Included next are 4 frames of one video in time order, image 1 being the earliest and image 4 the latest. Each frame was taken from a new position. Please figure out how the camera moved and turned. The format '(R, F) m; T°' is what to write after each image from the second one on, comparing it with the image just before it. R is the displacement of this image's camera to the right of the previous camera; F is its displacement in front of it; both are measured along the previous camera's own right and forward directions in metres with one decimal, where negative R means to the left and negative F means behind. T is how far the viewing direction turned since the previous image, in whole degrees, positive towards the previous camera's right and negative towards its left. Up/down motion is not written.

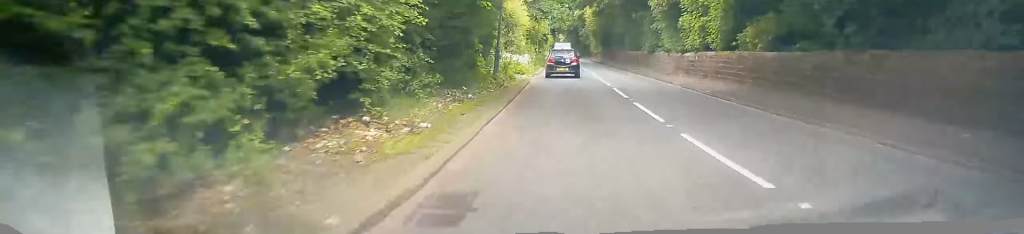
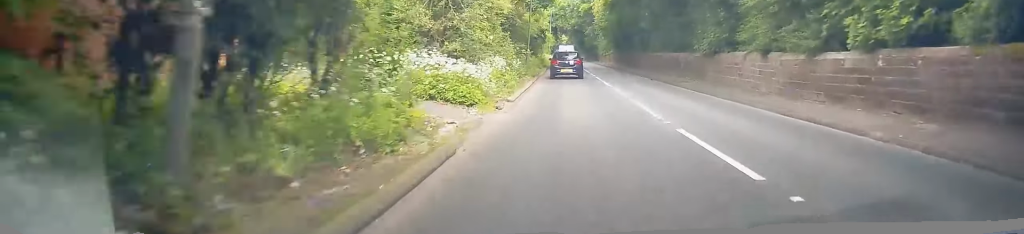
(+0.3, +17.7) m; 0°
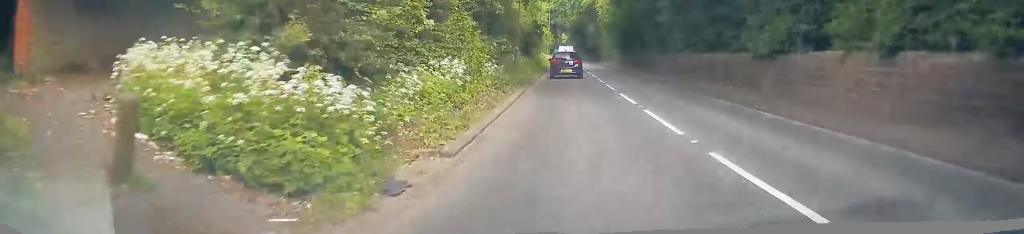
(0.0, +8.3) m; 0°
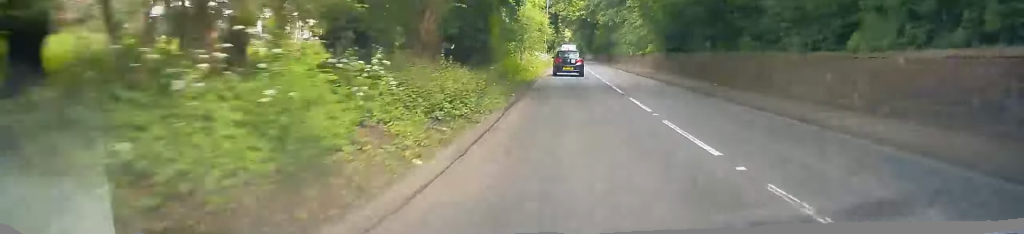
(+0.1, +26.0) m; +1°
